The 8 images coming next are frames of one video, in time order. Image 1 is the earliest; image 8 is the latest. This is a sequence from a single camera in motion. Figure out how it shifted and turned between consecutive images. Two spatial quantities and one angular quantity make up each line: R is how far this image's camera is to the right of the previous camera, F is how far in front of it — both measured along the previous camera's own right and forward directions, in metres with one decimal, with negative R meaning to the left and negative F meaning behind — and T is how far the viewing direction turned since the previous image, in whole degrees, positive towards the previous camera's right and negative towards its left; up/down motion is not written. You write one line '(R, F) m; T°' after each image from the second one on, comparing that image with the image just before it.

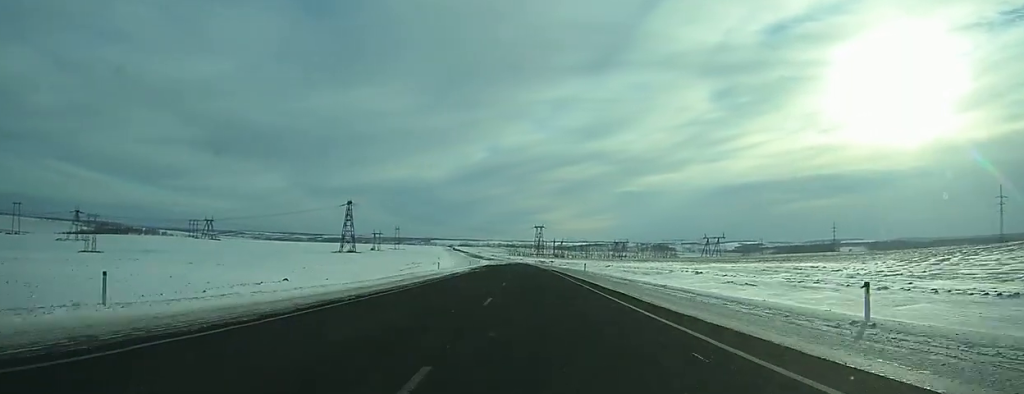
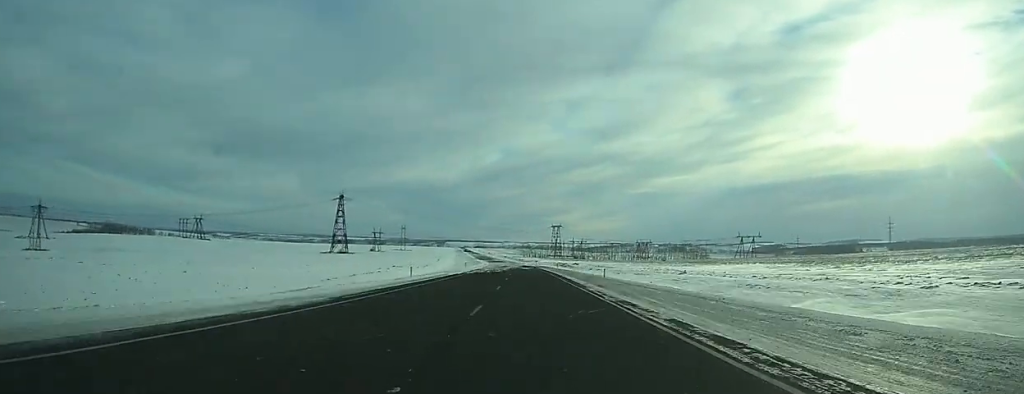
(-1.1, +59.7) m; -2°
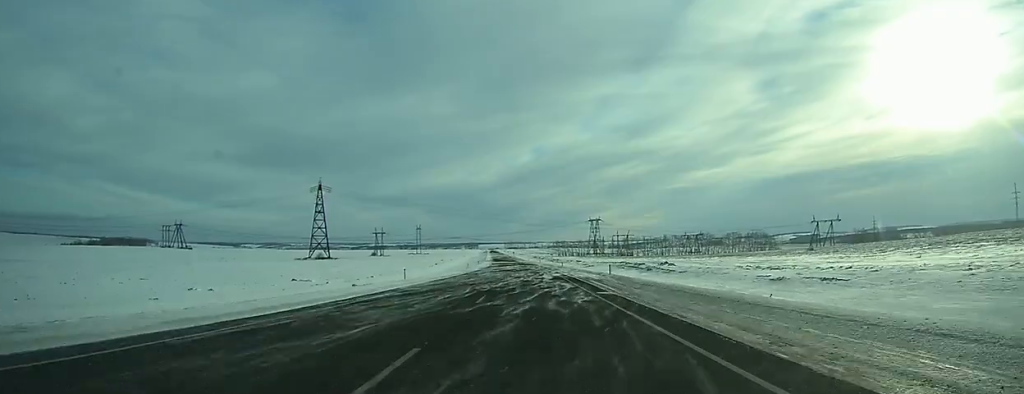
(-2.2, +95.3) m; -3°
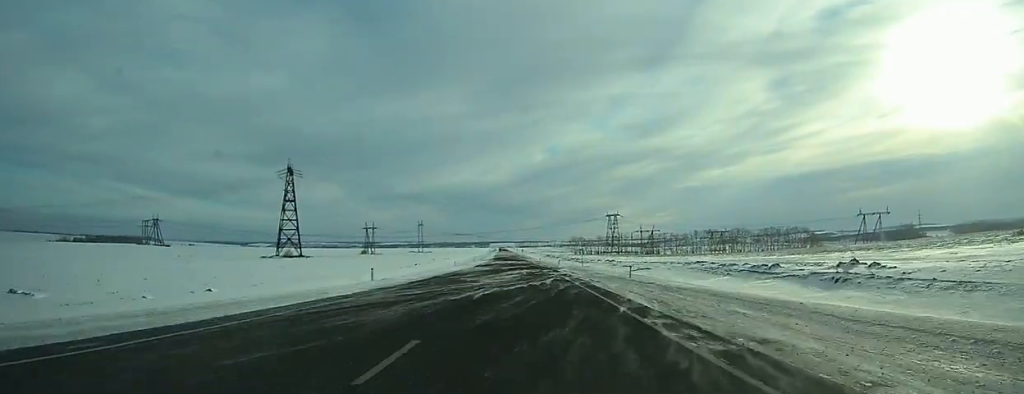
(-1.0, +57.0) m; -2°
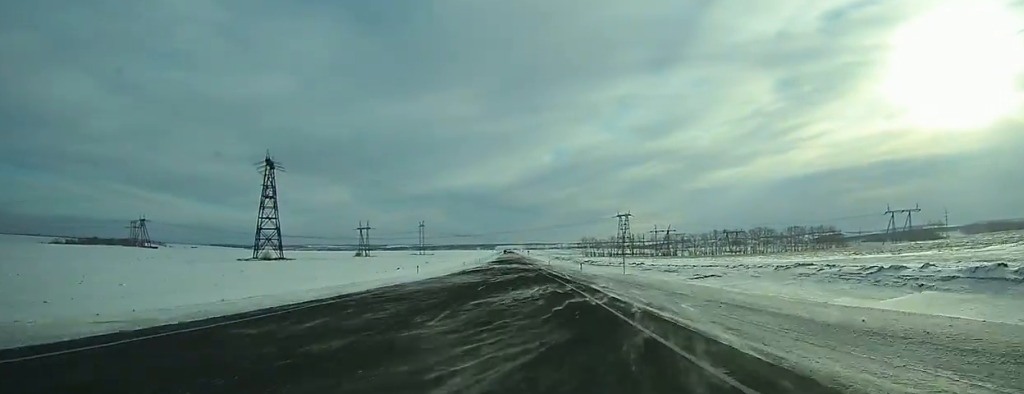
(-0.1, +30.0) m; -1°
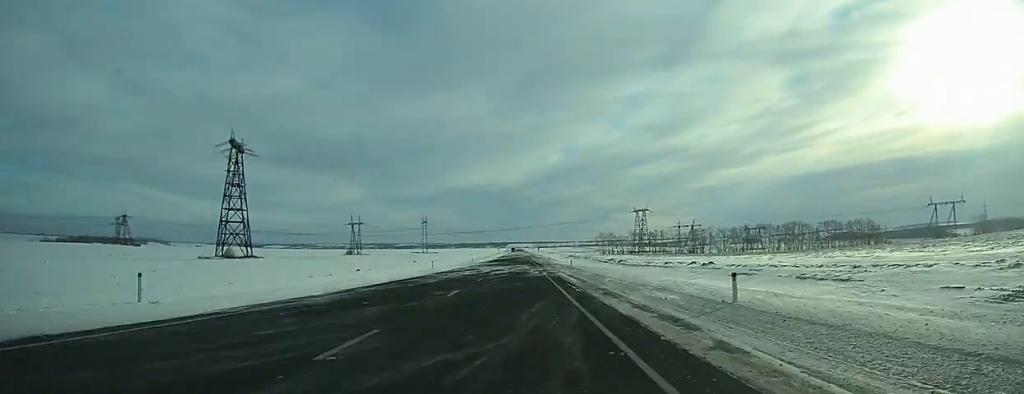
(-0.4, +39.8) m; -1°
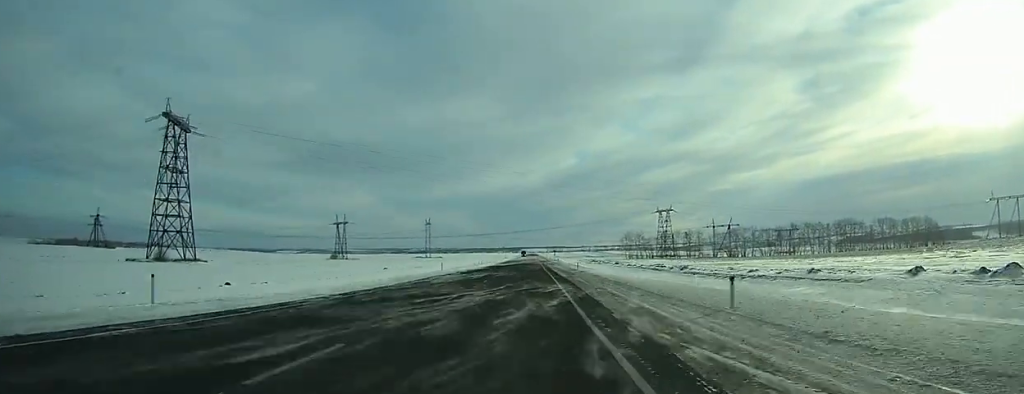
(-0.4, +49.5) m; -1°
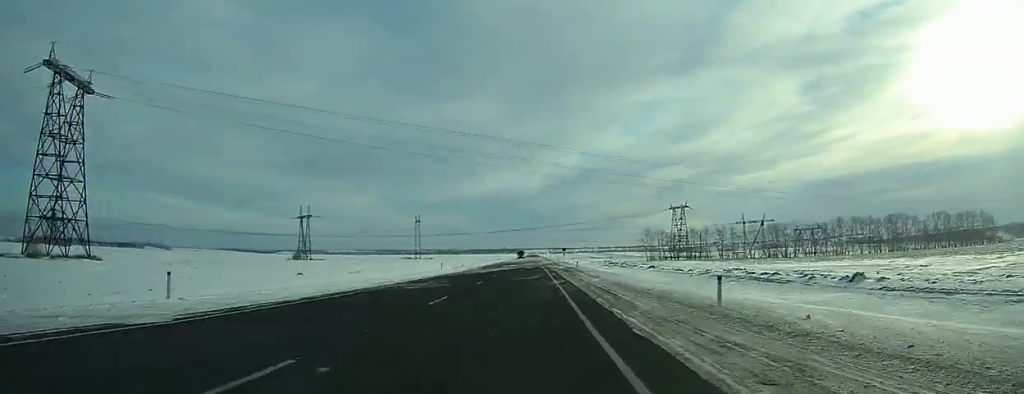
(-0.3, +50.2) m; -1°
